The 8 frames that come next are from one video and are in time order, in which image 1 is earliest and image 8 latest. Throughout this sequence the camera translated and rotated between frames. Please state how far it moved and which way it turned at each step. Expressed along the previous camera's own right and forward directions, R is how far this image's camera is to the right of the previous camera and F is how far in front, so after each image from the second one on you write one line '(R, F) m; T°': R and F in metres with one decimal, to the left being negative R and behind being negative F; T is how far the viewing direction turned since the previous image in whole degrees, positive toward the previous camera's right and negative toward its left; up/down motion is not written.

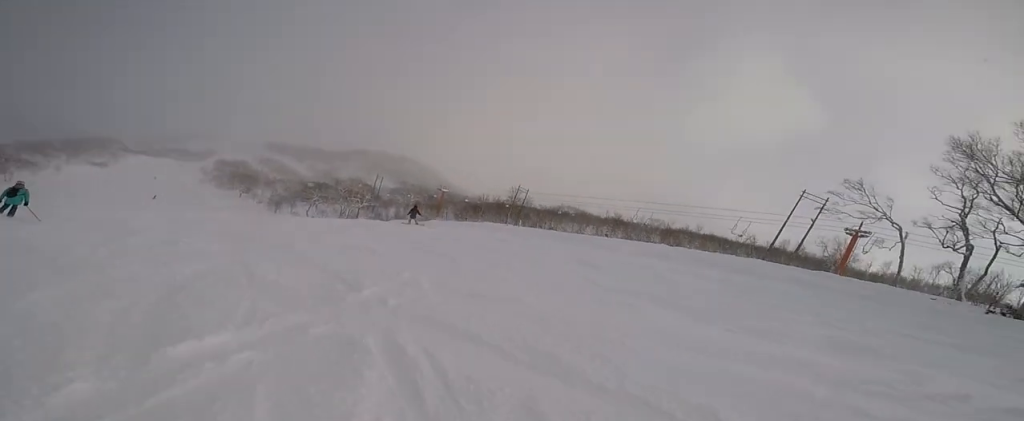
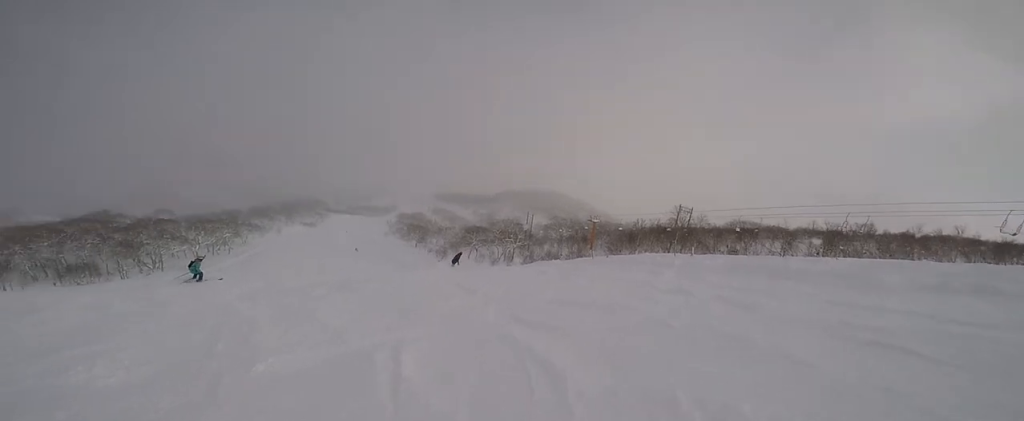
(+1.2, +6.0) m; -3°
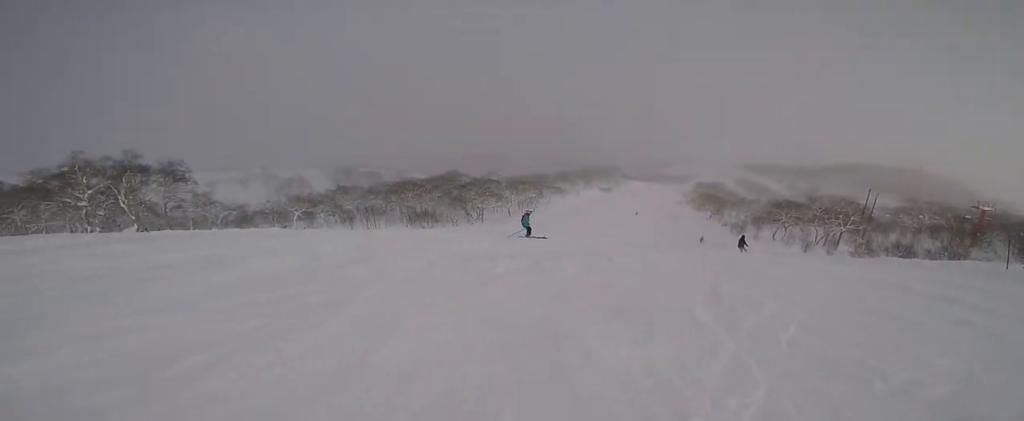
(-1.7, +3.9) m; -44°
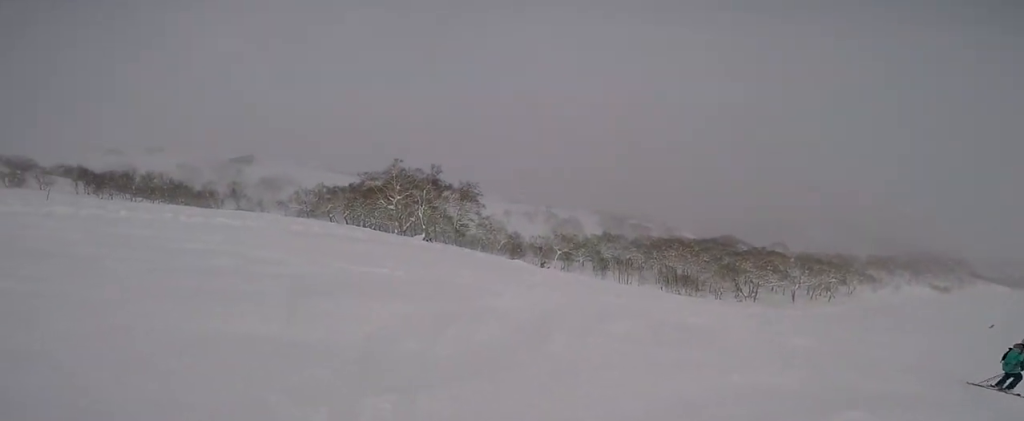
(-2.5, +4.9) m; -39°
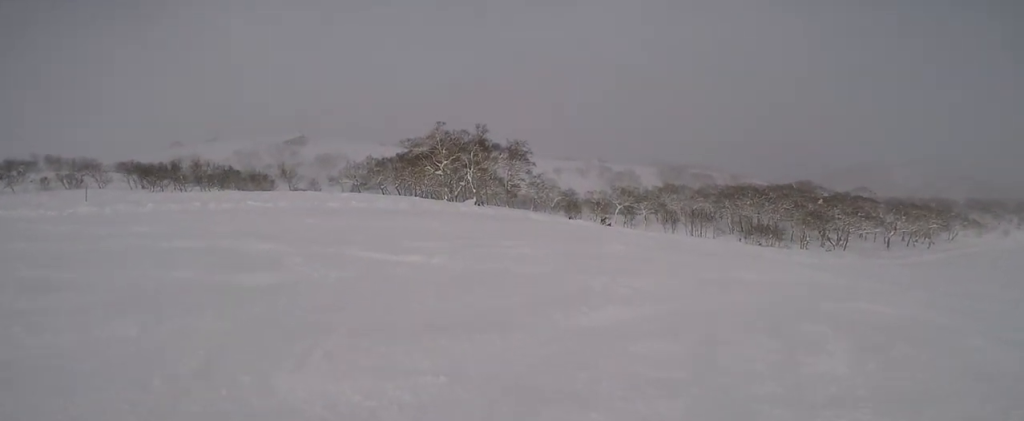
(-0.4, +3.4) m; +9°
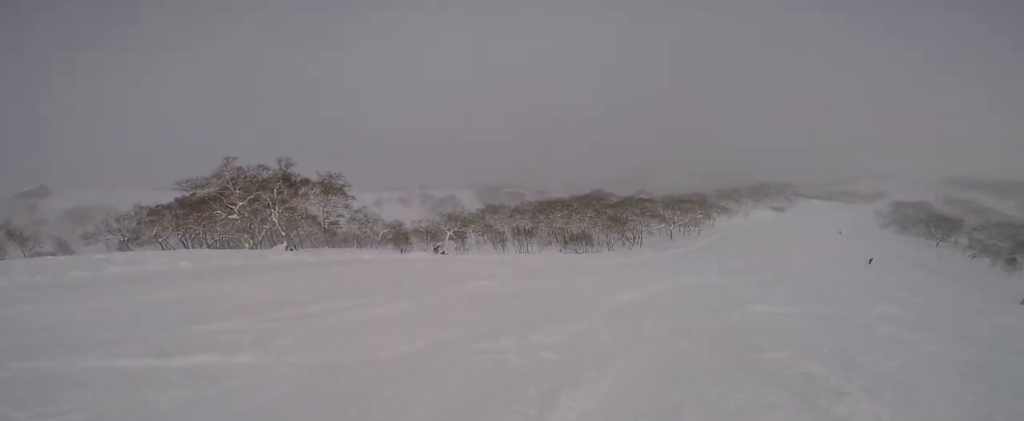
(0.0, +2.5) m; +25°
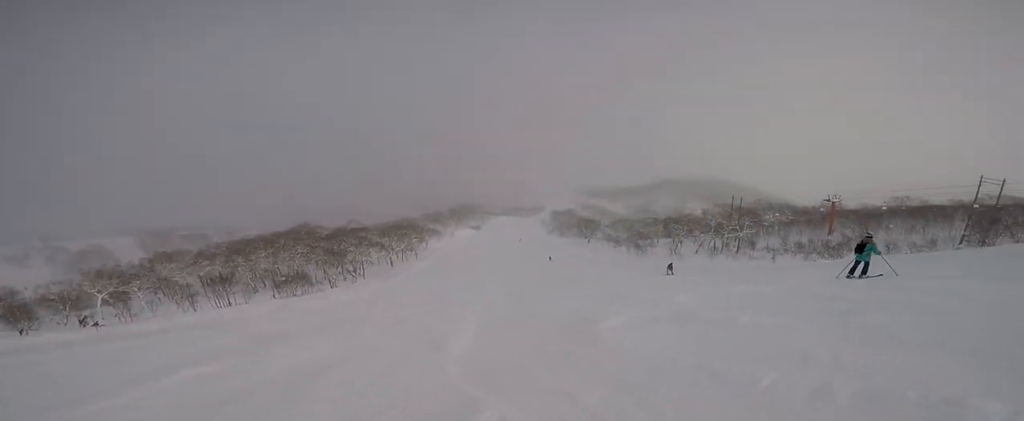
(+1.5, +2.7) m; +29°
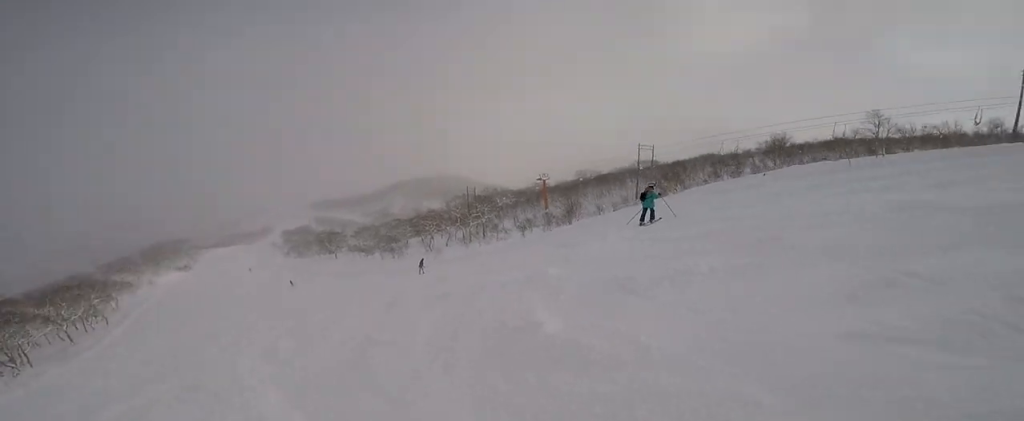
(+0.4, +2.9) m; +10°
